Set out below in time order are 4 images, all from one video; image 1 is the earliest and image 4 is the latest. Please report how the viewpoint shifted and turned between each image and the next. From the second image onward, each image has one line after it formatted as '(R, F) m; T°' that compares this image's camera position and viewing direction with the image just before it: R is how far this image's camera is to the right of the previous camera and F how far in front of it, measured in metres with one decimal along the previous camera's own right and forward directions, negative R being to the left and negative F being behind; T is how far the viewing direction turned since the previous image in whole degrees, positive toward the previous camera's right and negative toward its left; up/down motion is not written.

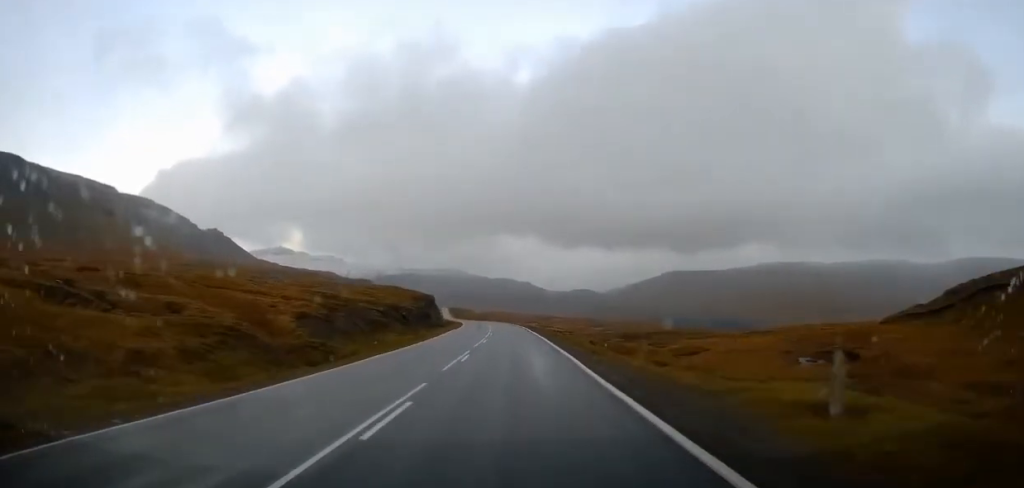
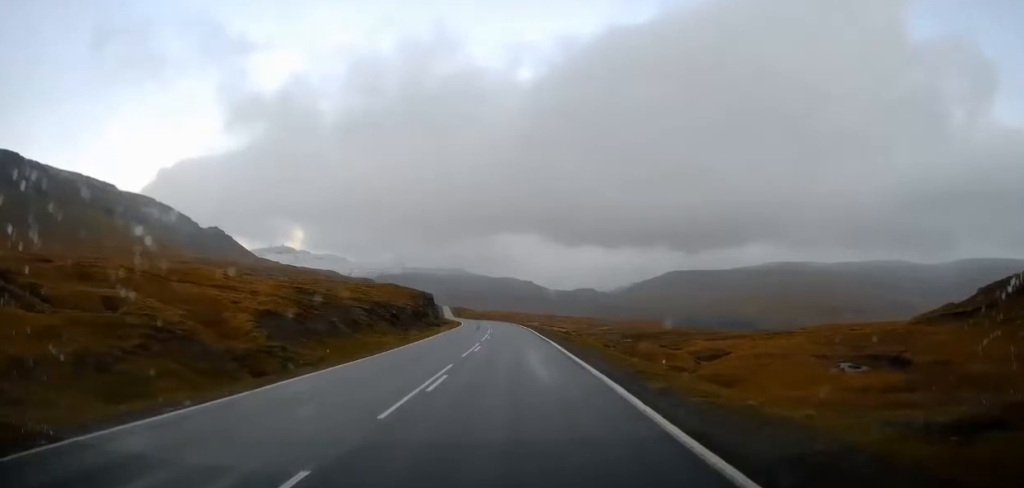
(-0.2, +7.7) m; -1°
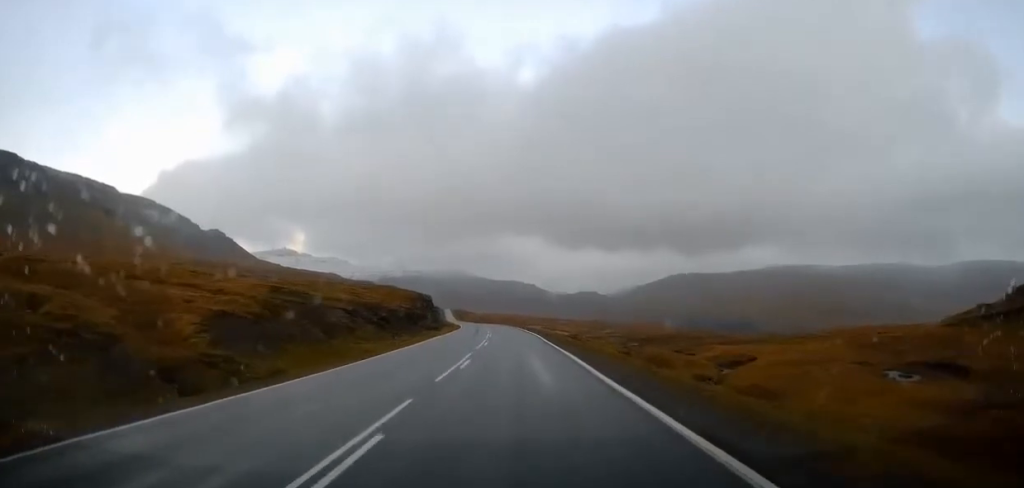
(-0.1, +7.1) m; 0°
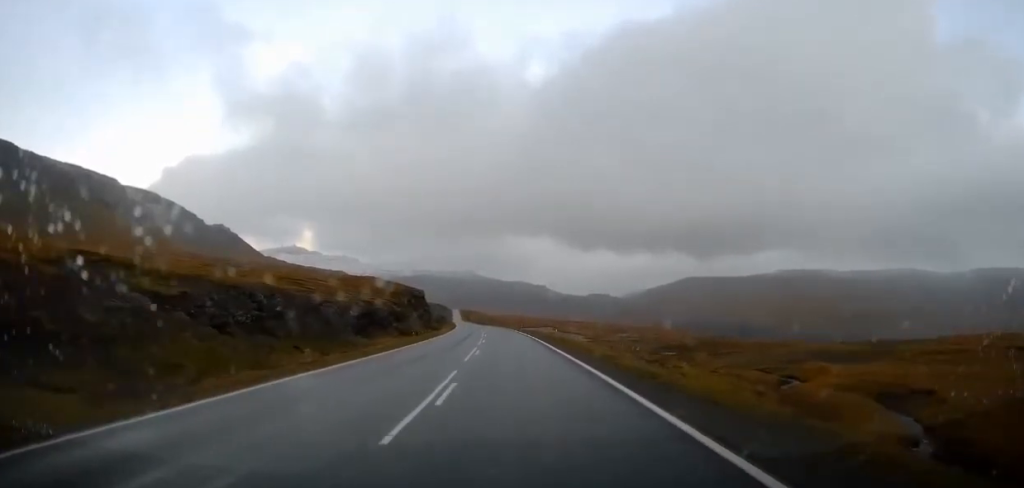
(+0.3, +29.9) m; 0°
